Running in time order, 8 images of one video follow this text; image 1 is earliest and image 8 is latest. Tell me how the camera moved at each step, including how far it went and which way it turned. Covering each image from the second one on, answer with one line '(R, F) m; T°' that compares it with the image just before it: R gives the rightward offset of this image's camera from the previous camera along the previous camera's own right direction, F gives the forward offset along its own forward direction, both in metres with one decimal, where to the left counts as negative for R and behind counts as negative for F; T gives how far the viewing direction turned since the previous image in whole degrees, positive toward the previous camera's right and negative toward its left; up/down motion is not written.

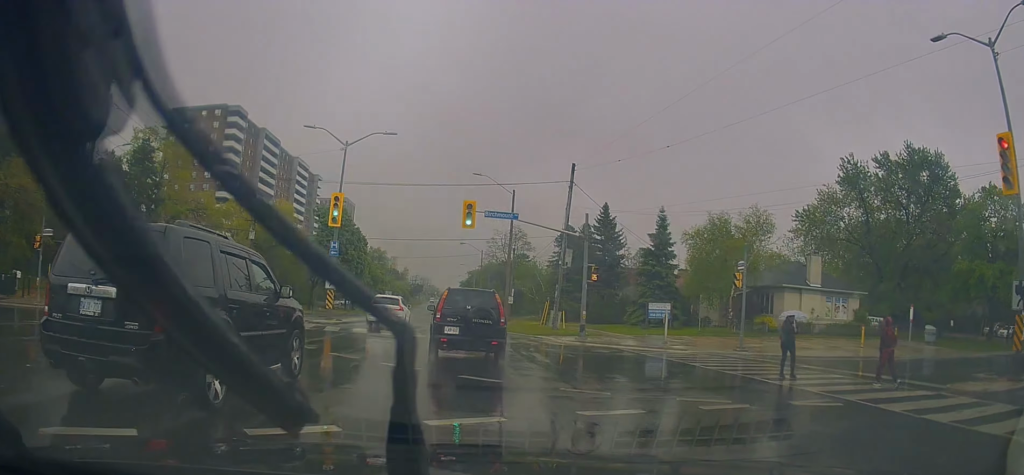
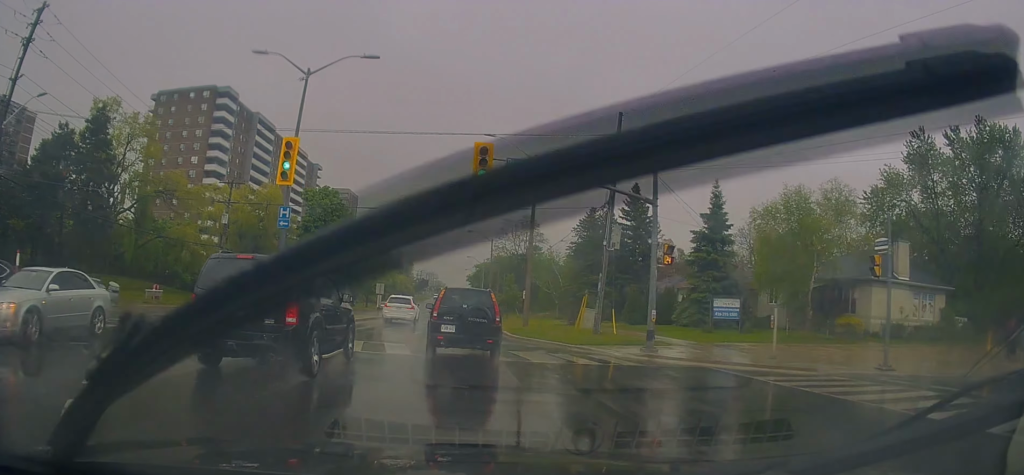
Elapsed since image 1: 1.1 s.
(+0.1, +10.0) m; +1°
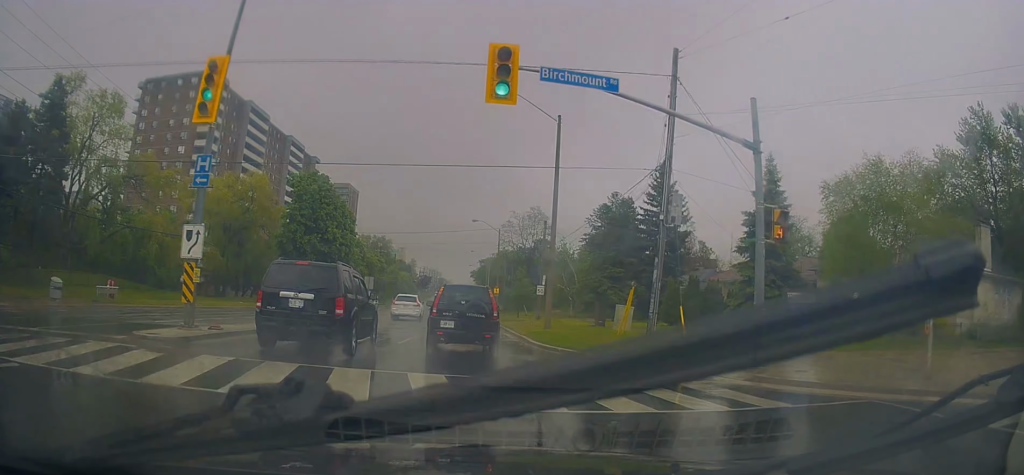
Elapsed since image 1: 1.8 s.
(+0.3, +7.0) m; -1°
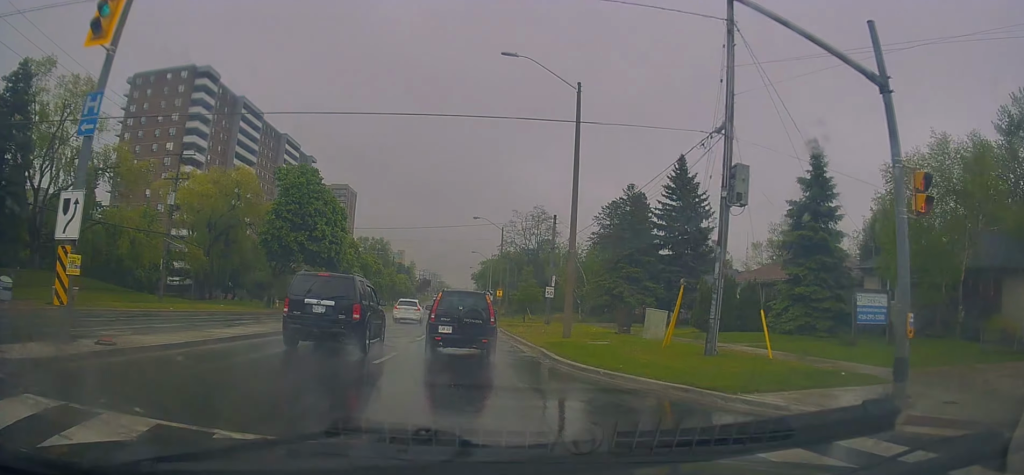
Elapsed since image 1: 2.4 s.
(-0.5, +5.1) m; 0°
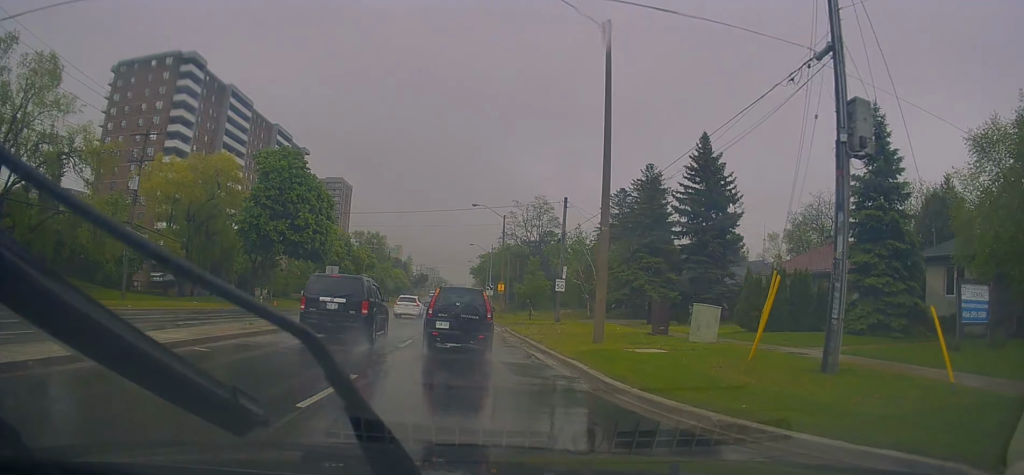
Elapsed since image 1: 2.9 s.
(-0.3, +5.4) m; +1°
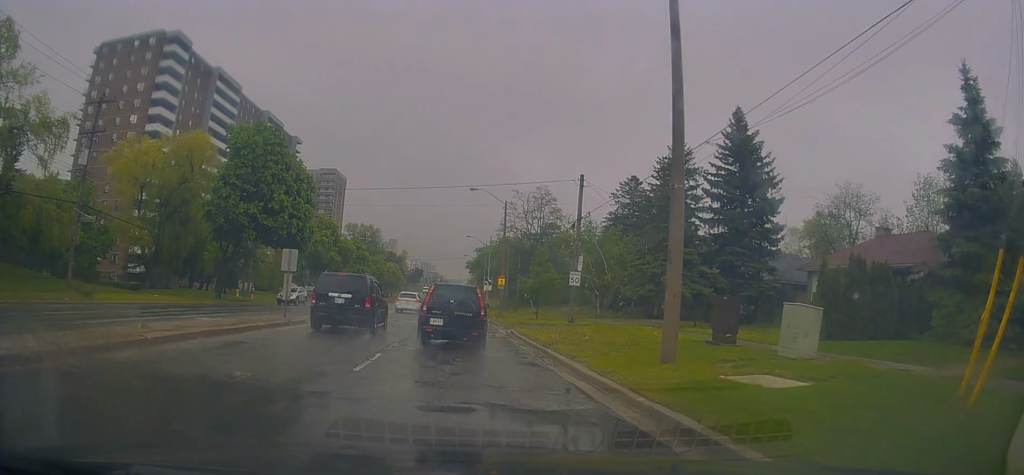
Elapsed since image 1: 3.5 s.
(+0.6, +6.2) m; +2°
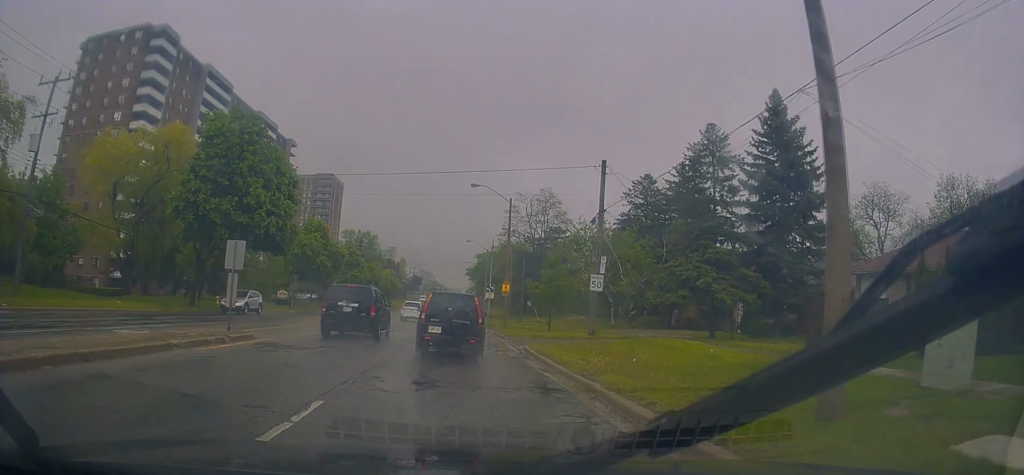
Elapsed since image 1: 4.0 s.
(+0.1, +5.2) m; 0°
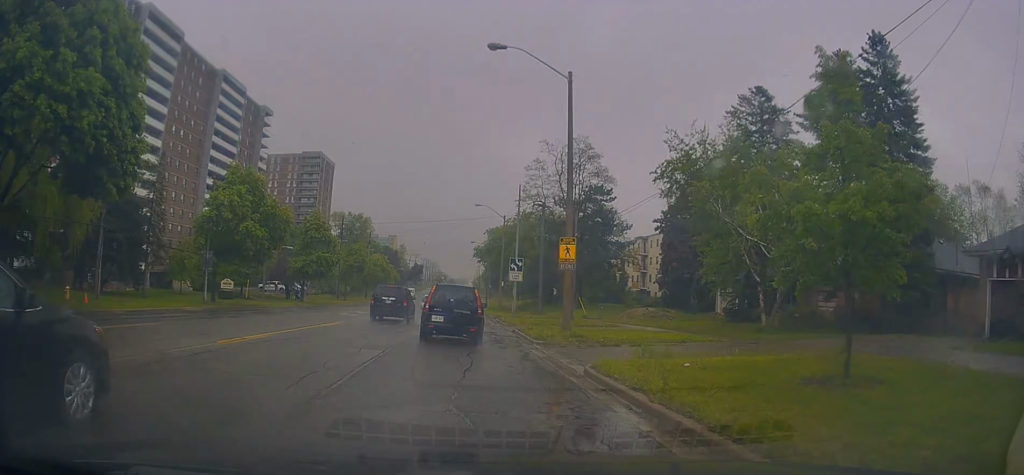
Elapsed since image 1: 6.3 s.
(-0.9, +24.7) m; -1°
